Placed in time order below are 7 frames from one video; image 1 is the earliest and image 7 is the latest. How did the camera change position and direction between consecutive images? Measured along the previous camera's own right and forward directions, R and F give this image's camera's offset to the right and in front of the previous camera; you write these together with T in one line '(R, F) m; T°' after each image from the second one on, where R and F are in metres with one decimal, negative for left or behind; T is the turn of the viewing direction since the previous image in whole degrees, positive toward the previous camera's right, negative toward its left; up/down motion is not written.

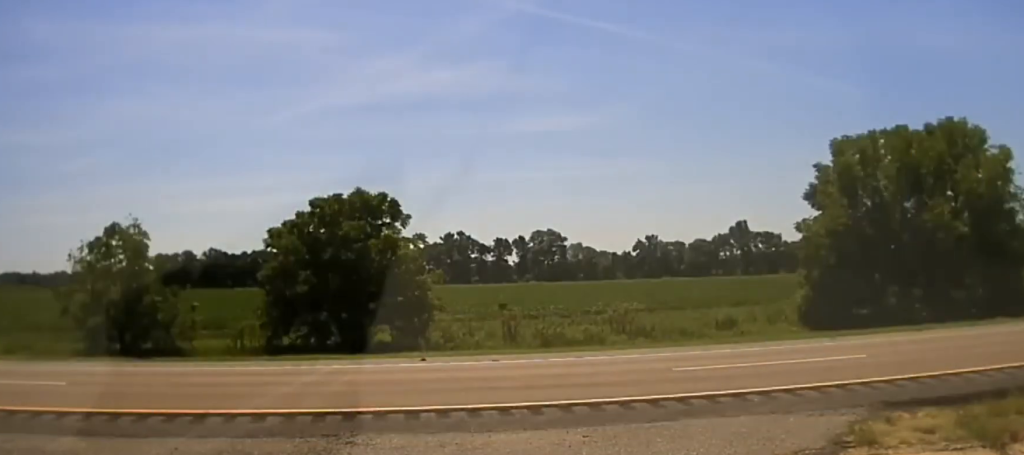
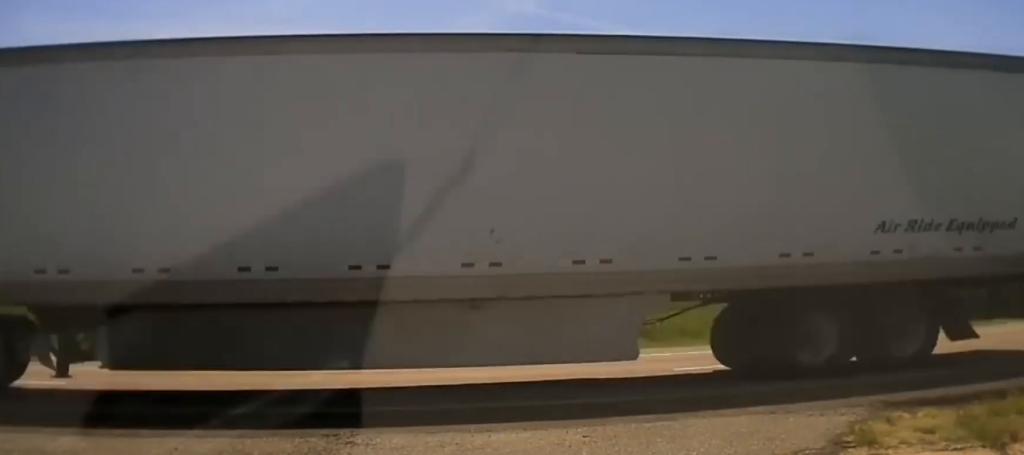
(0.0, 0.0) m; 0°
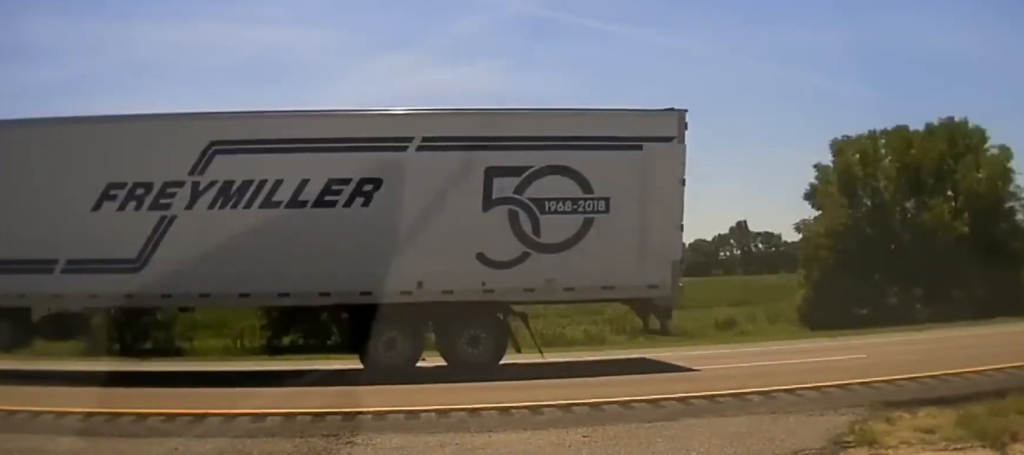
(0.0, 0.0) m; 0°
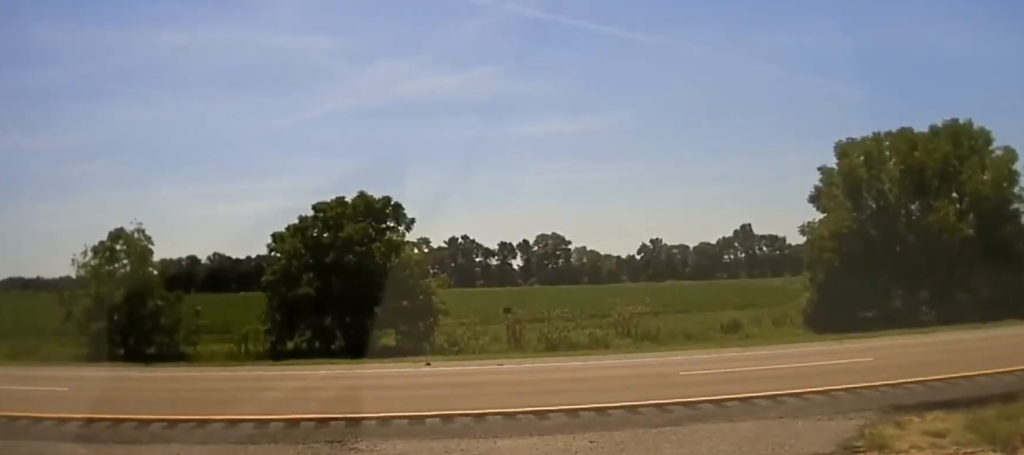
(0.0, 0.0) m; 0°
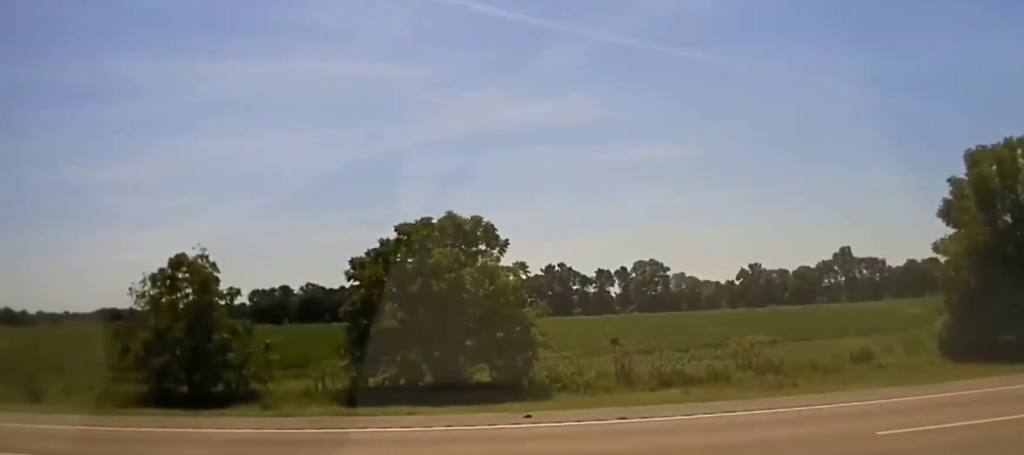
(-0.1, +6.3) m; -11°
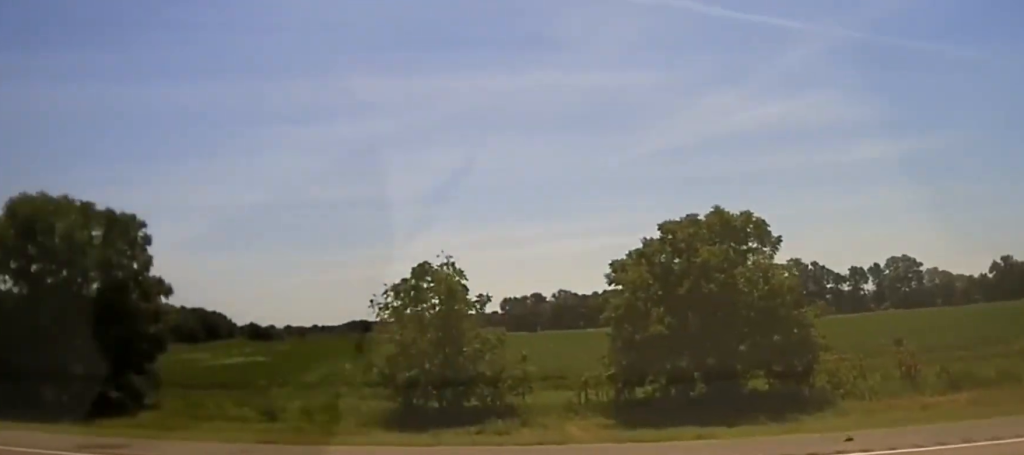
(+0.8, +4.3) m; -19°
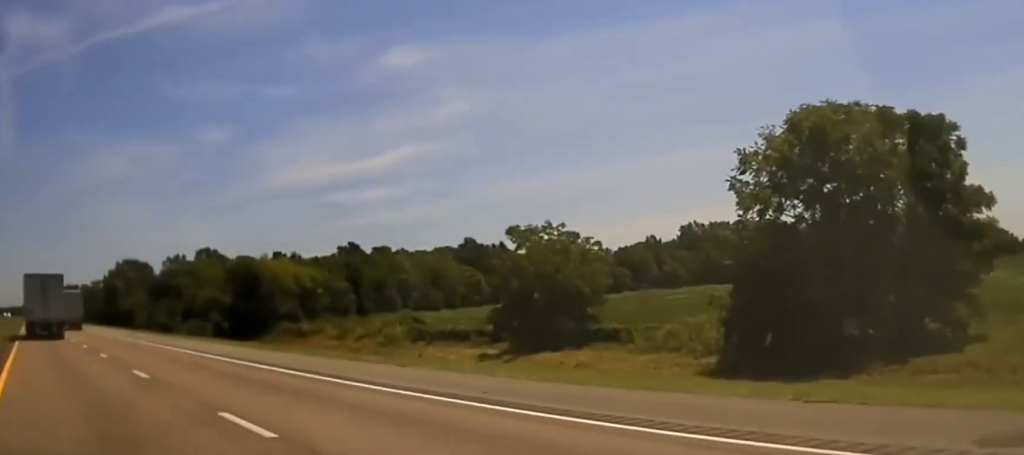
(-3.7, +8.4) m; -38°
